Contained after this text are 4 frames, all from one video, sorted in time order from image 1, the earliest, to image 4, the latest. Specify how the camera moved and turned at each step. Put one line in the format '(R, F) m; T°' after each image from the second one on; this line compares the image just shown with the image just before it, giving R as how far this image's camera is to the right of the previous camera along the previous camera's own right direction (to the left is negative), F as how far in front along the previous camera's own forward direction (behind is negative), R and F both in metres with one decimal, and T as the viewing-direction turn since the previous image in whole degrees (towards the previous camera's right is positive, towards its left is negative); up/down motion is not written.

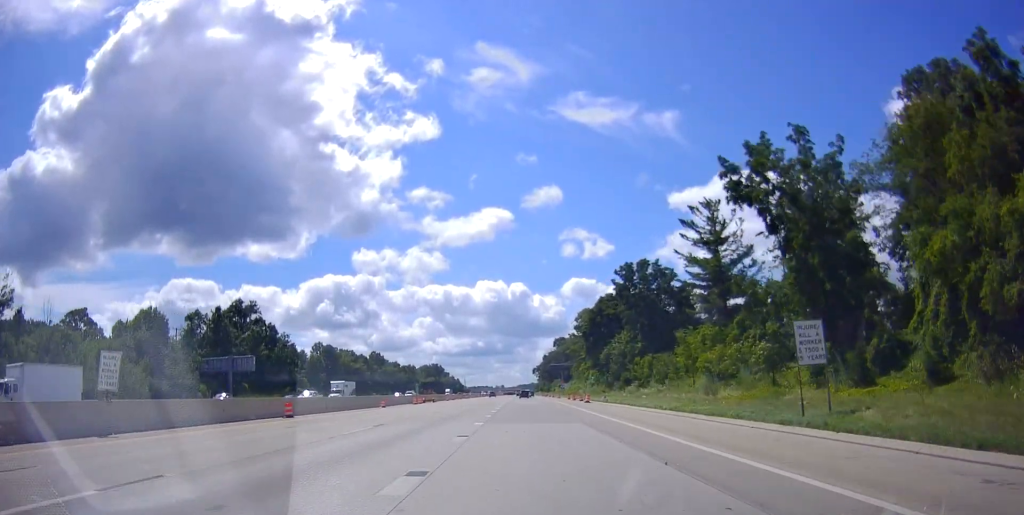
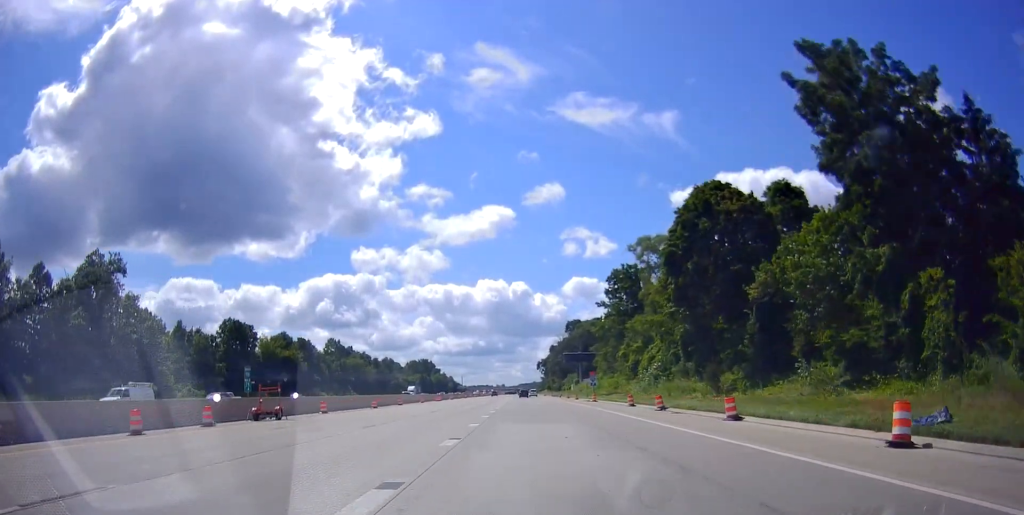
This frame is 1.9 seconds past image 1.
(+1.1, +62.2) m; +2°
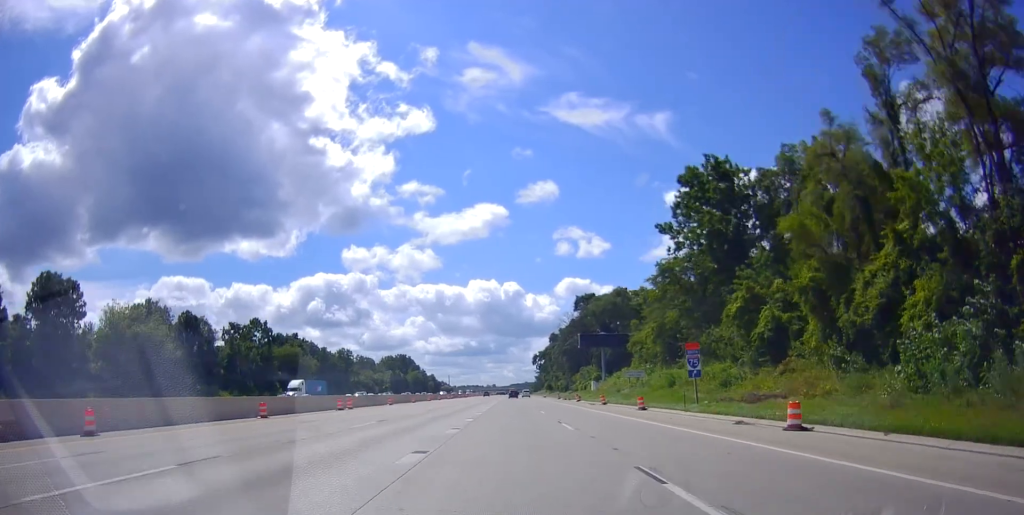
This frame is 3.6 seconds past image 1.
(+0.2, +57.1) m; 0°
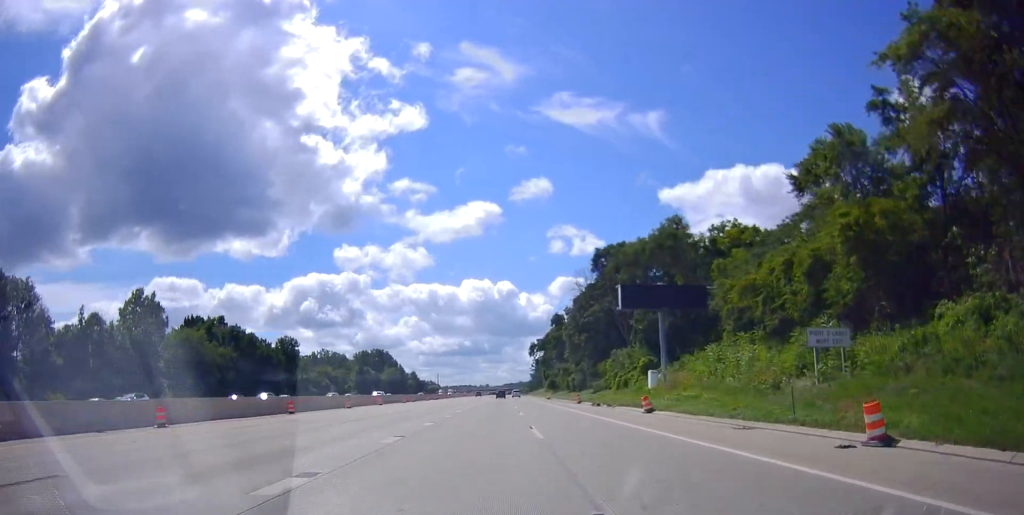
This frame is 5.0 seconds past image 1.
(-0.2, +49.1) m; -1°
